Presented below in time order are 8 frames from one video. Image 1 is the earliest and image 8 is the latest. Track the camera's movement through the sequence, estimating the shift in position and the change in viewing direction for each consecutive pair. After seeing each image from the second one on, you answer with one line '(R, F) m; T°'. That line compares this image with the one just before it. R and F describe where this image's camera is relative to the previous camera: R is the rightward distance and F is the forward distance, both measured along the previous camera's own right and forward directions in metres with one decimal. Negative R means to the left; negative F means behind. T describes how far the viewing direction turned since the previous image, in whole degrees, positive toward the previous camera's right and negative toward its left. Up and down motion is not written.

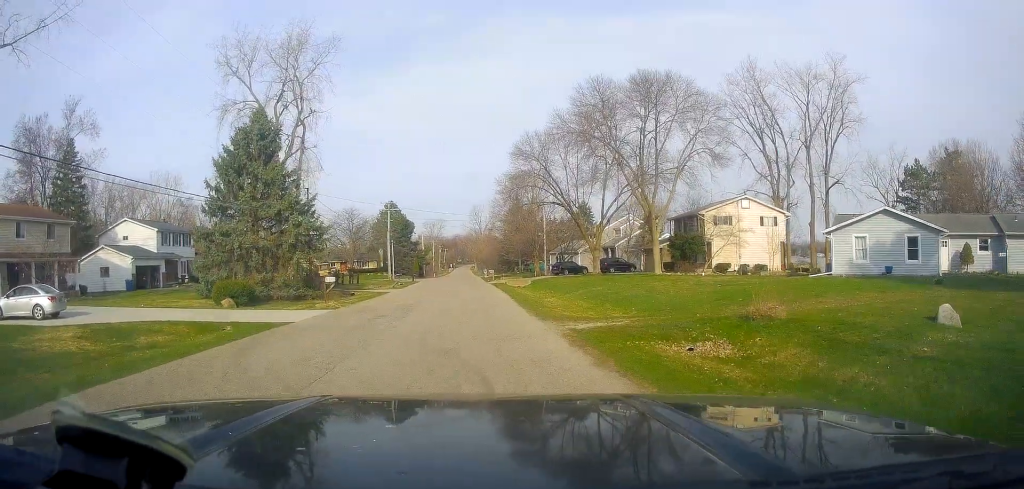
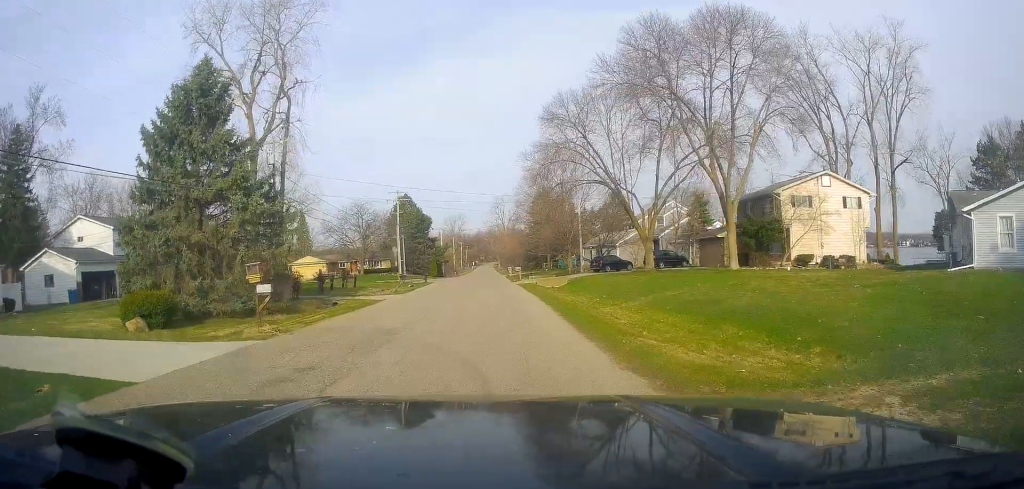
(-0.7, +10.9) m; -5°
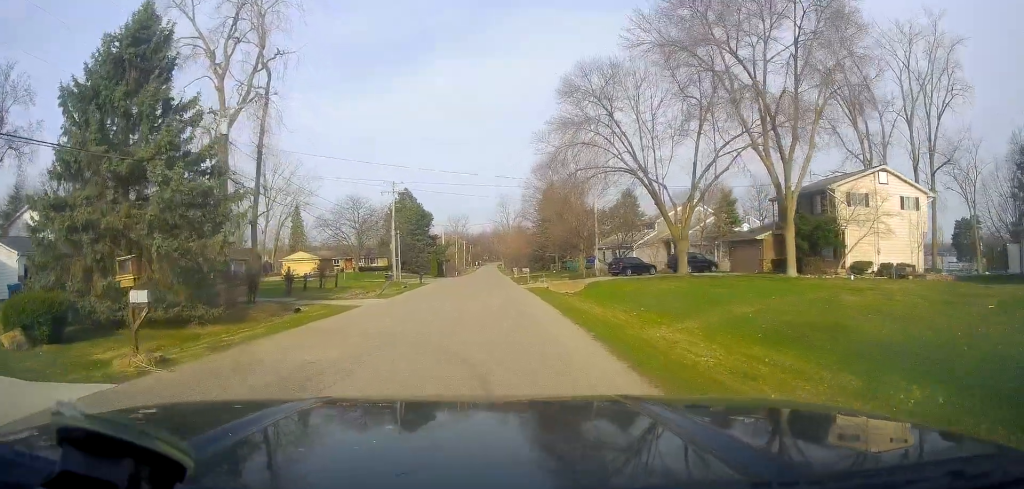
(+0.1, +6.9) m; -3°
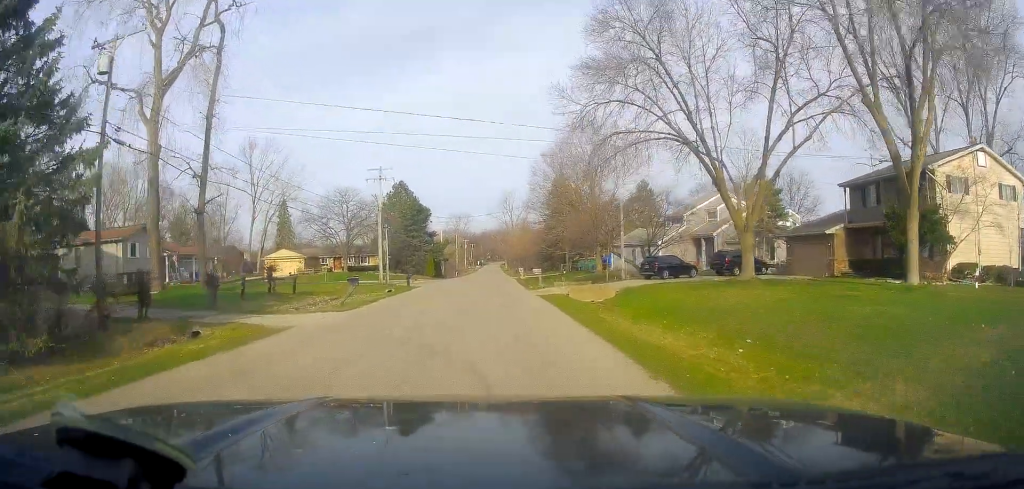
(-0.5, +10.0) m; +3°
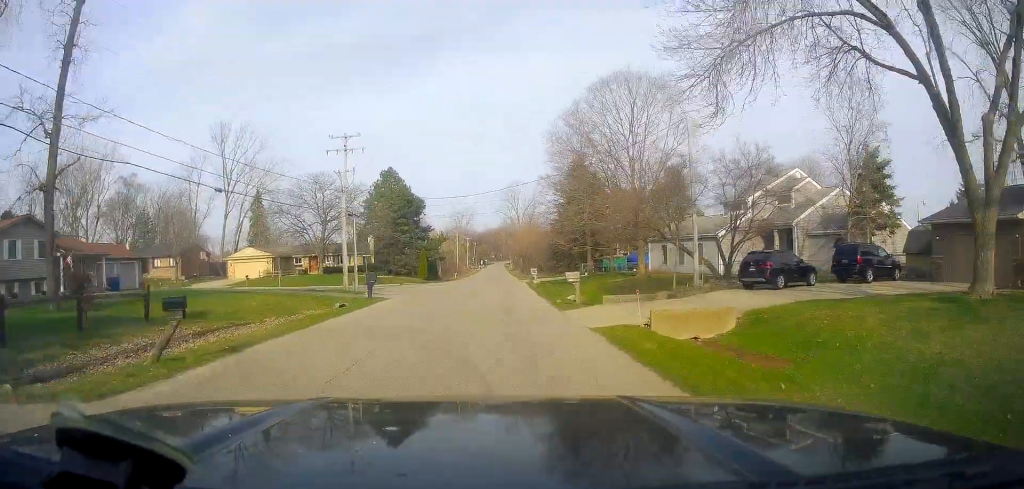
(+1.2, +15.4) m; +2°
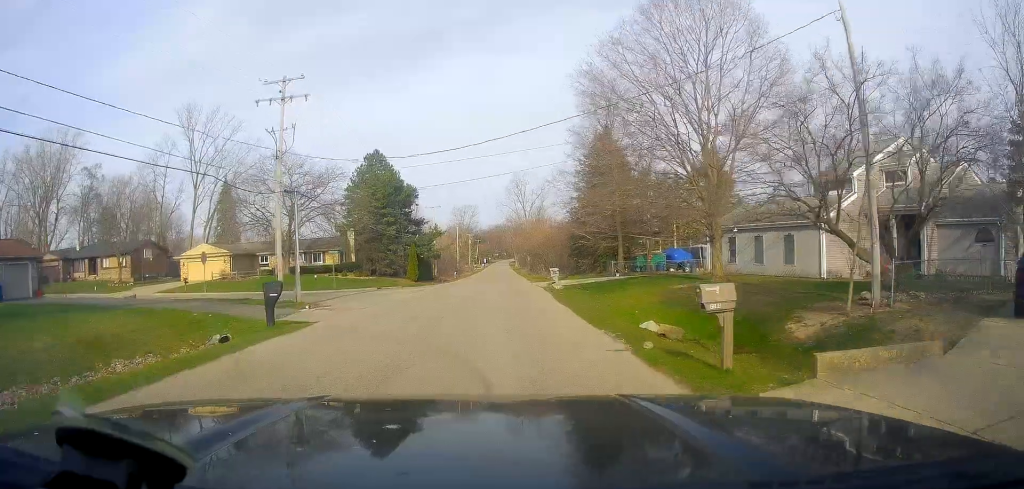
(-0.4, +14.1) m; -2°
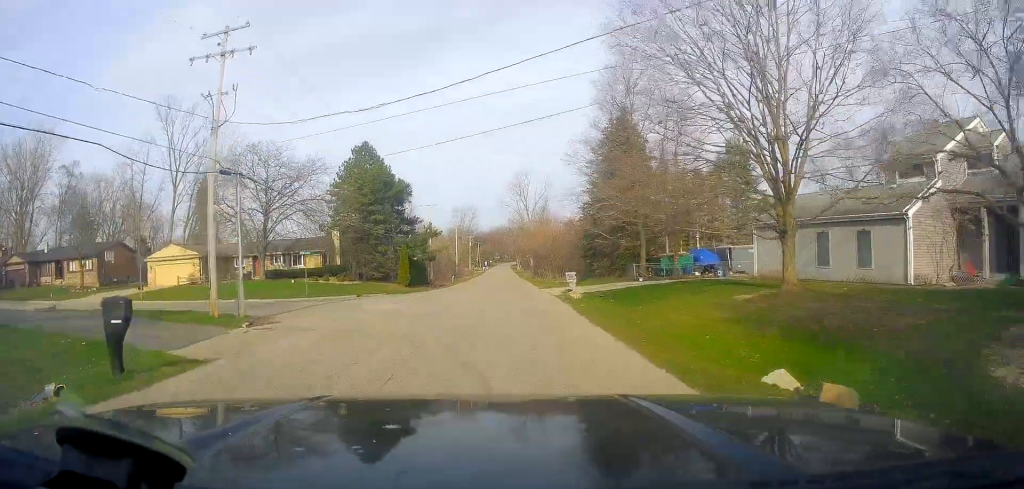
(0.0, +7.4) m; 0°
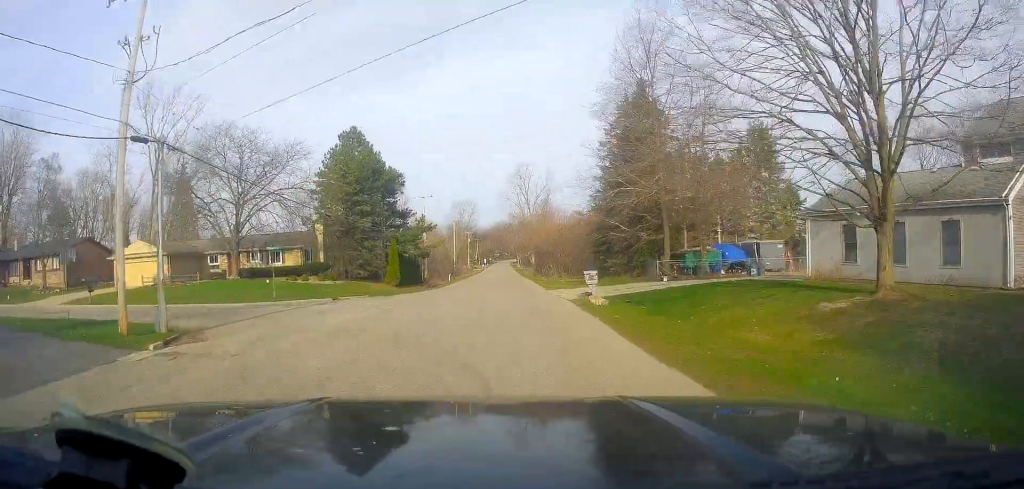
(0.0, +6.2) m; +1°
